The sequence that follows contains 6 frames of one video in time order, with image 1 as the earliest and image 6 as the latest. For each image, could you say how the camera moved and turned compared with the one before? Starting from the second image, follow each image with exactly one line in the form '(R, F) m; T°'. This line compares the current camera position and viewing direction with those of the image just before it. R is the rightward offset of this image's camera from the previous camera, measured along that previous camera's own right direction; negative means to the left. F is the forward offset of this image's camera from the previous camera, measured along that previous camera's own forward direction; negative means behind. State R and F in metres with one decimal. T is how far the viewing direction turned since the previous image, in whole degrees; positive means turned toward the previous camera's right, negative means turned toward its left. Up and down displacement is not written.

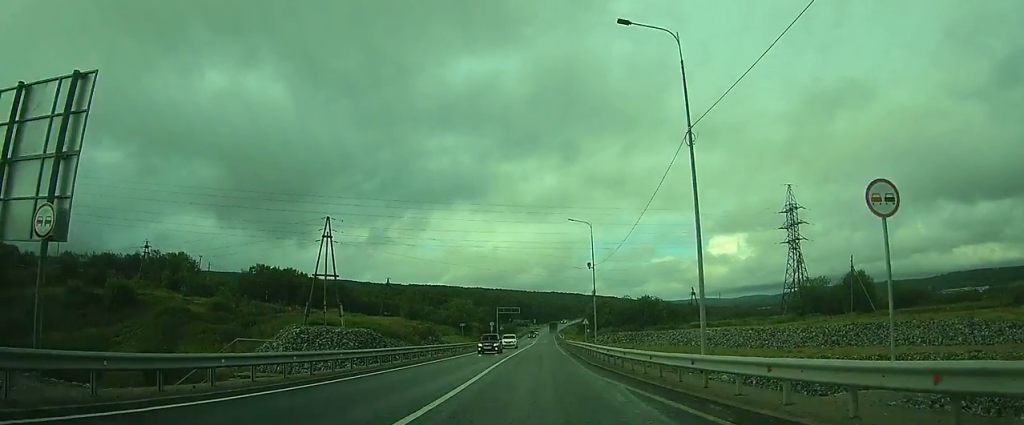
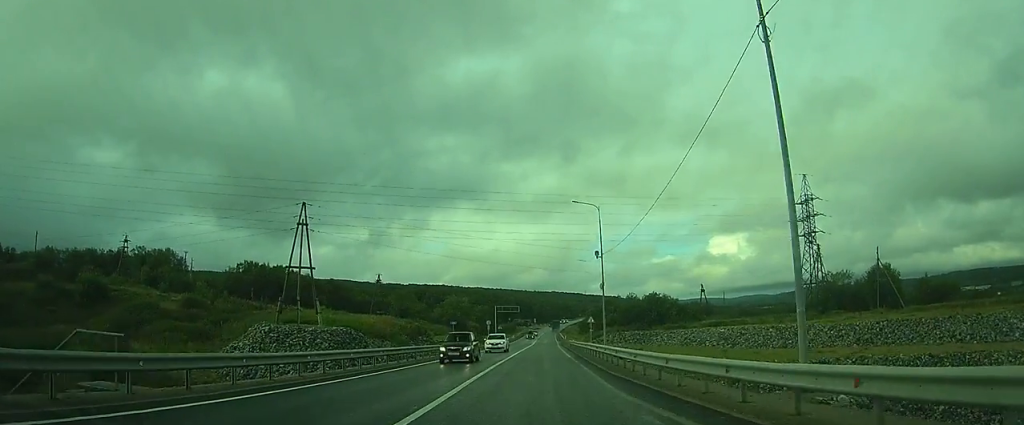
(0.0, +7.1) m; 0°
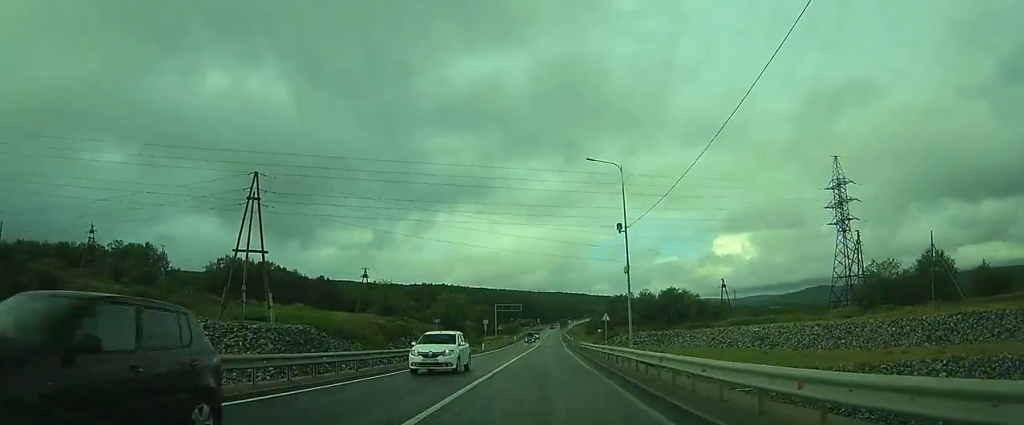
(0.0, +11.4) m; 0°
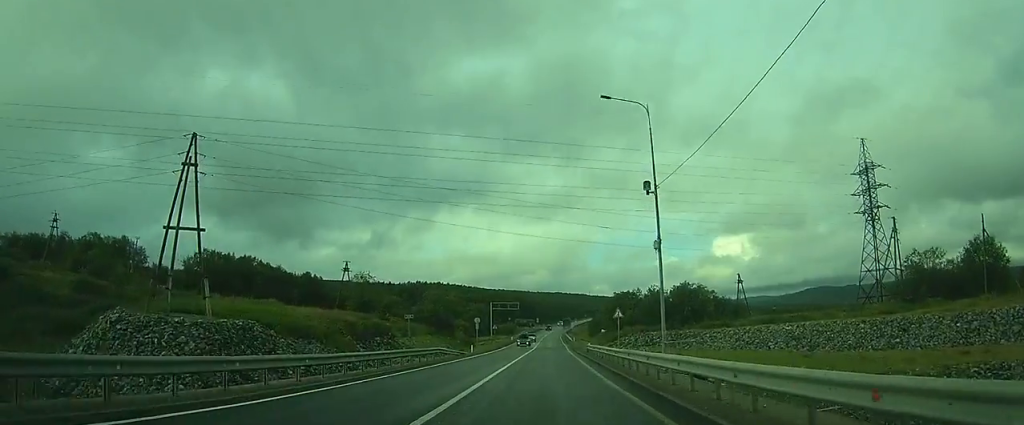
(0.0, +9.5) m; 0°
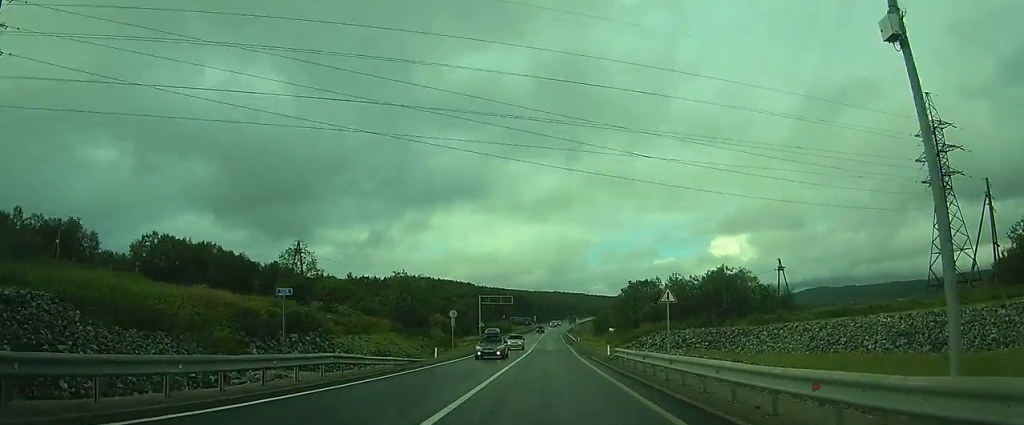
(0.0, +18.3) m; 0°
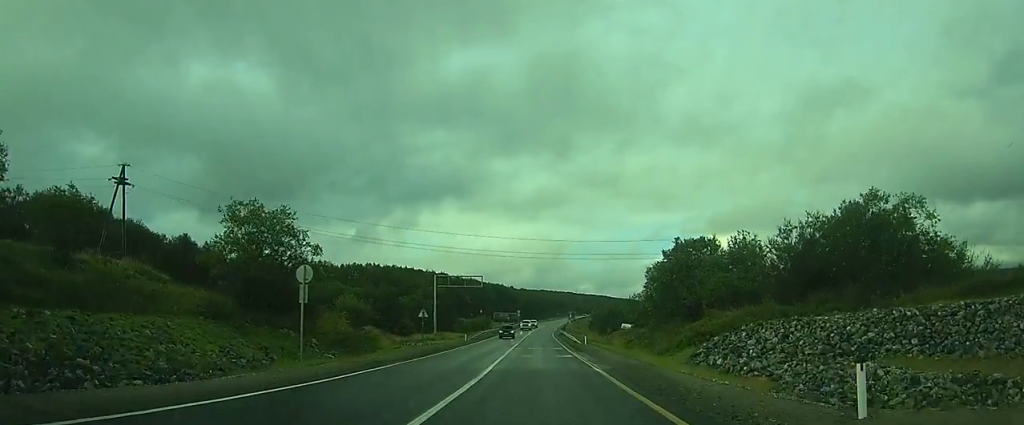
(+0.1, +32.7) m; 0°
